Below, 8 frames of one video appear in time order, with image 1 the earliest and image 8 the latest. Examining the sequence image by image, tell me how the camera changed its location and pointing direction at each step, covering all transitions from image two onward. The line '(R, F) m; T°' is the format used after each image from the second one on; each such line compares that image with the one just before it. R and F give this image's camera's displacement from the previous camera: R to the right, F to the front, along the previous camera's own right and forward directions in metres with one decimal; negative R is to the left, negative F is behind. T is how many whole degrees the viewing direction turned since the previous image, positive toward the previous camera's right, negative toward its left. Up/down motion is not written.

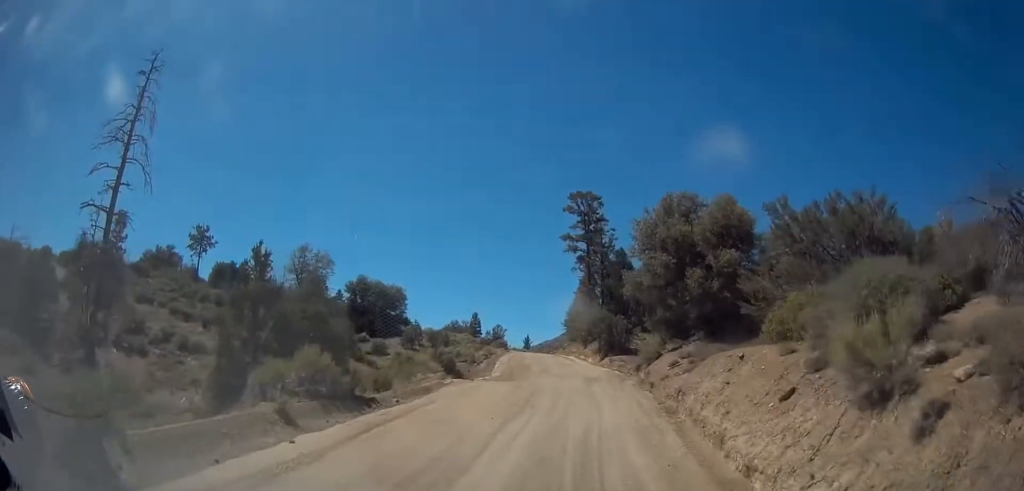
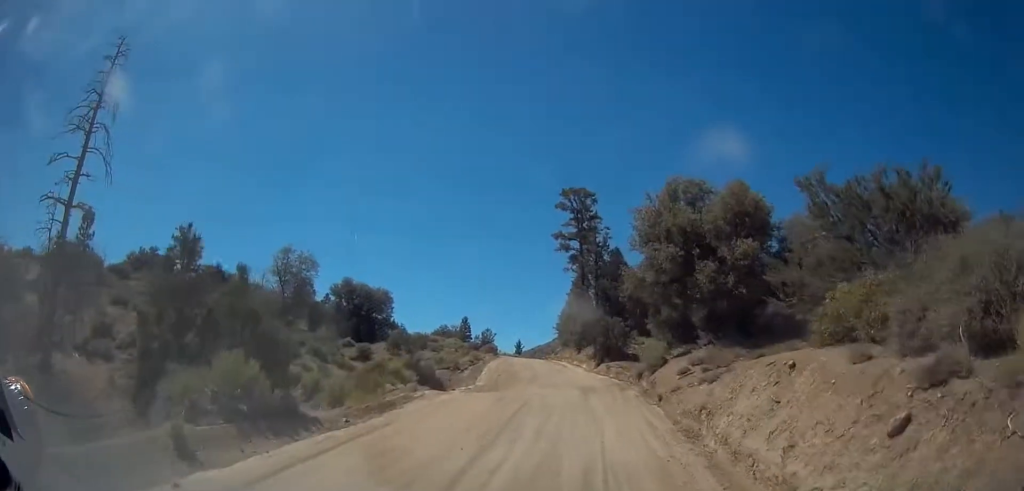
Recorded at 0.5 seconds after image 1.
(+0.1, +3.1) m; +1°
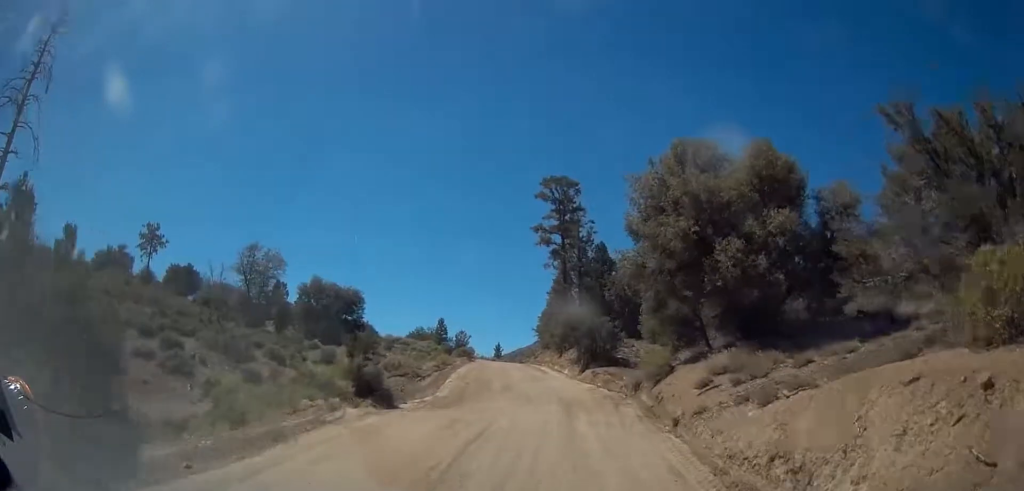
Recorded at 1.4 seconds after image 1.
(+0.3, +4.8) m; +1°
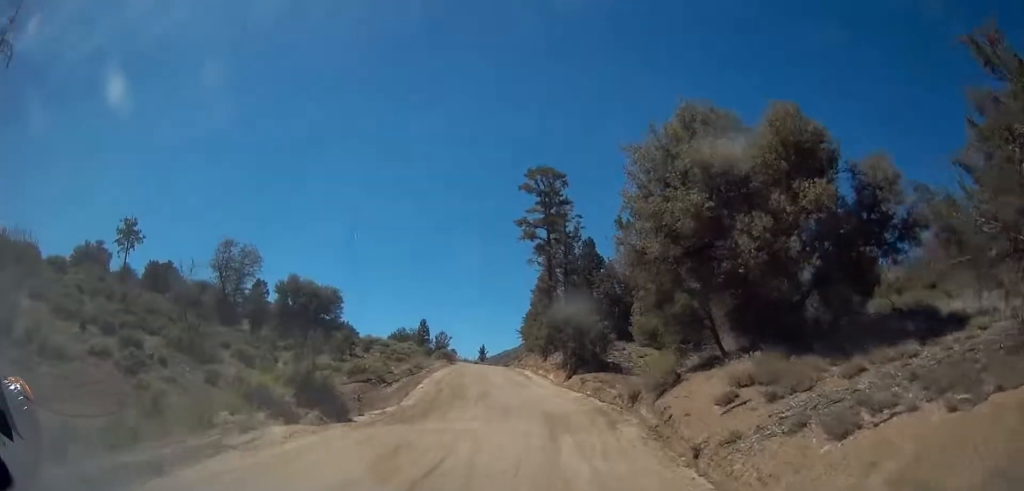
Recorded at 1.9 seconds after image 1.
(-0.3, +3.0) m; +1°
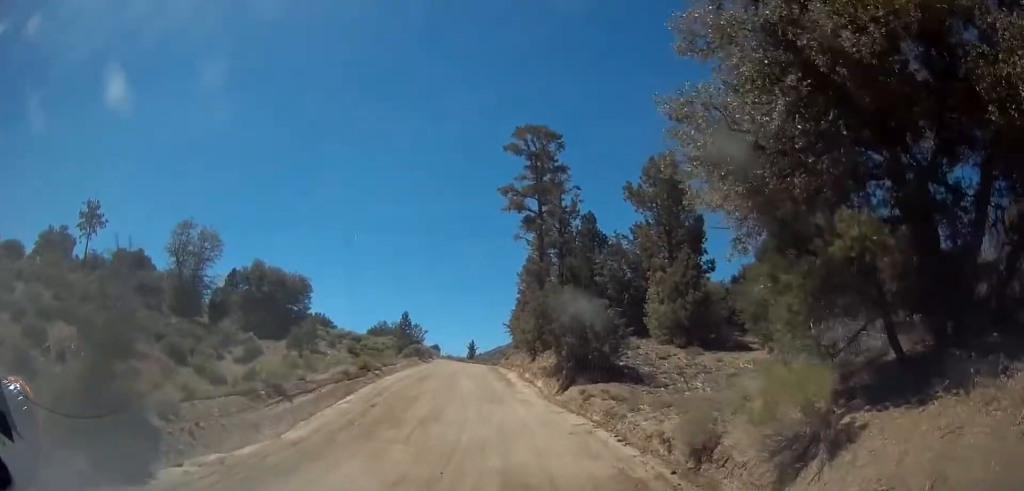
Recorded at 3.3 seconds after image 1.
(+0.6, +8.4) m; +2°
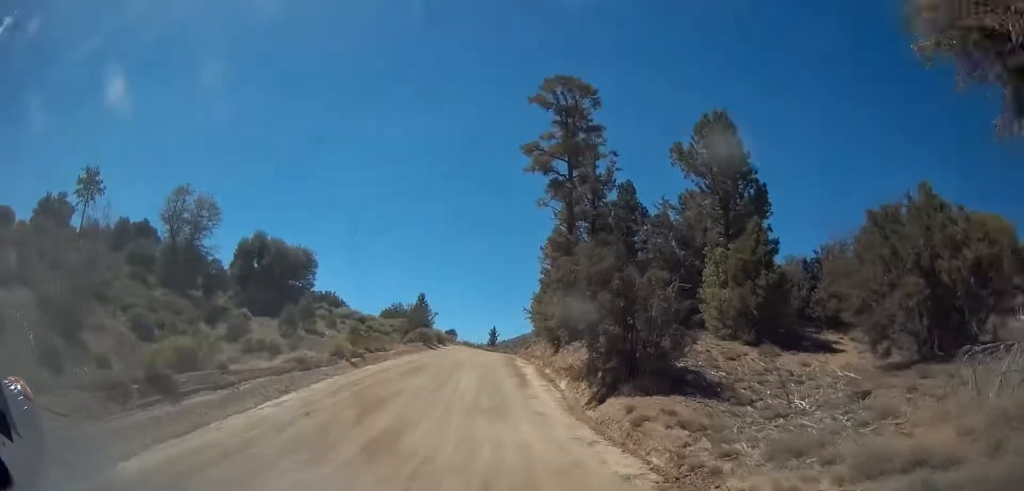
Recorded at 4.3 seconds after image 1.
(-0.5, +6.1) m; -2°
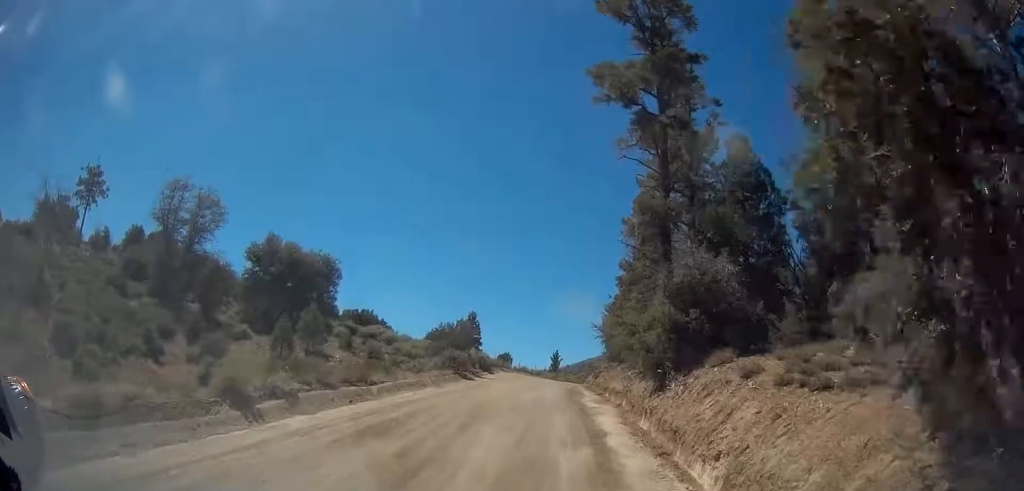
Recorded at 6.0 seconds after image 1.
(-0.5, +10.9) m; -11°
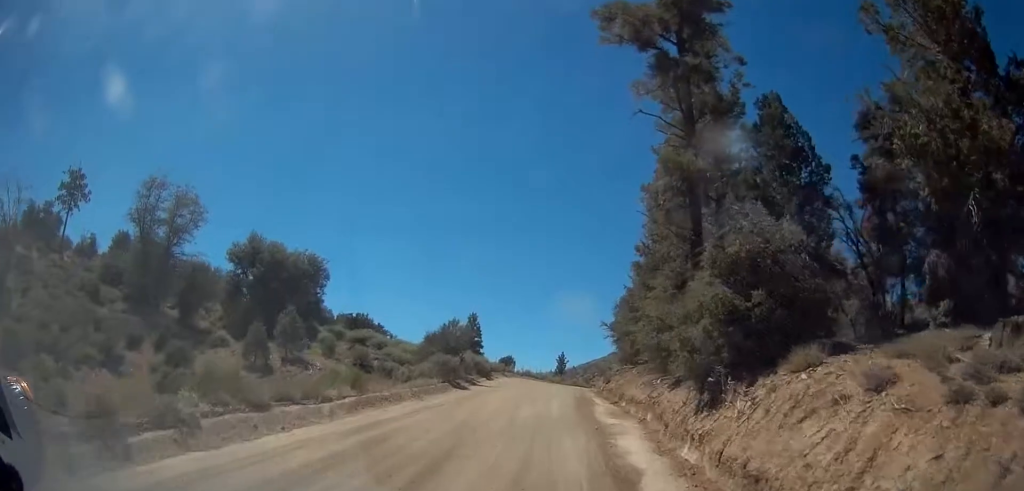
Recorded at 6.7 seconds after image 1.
(-0.2, +4.0) m; -1°
